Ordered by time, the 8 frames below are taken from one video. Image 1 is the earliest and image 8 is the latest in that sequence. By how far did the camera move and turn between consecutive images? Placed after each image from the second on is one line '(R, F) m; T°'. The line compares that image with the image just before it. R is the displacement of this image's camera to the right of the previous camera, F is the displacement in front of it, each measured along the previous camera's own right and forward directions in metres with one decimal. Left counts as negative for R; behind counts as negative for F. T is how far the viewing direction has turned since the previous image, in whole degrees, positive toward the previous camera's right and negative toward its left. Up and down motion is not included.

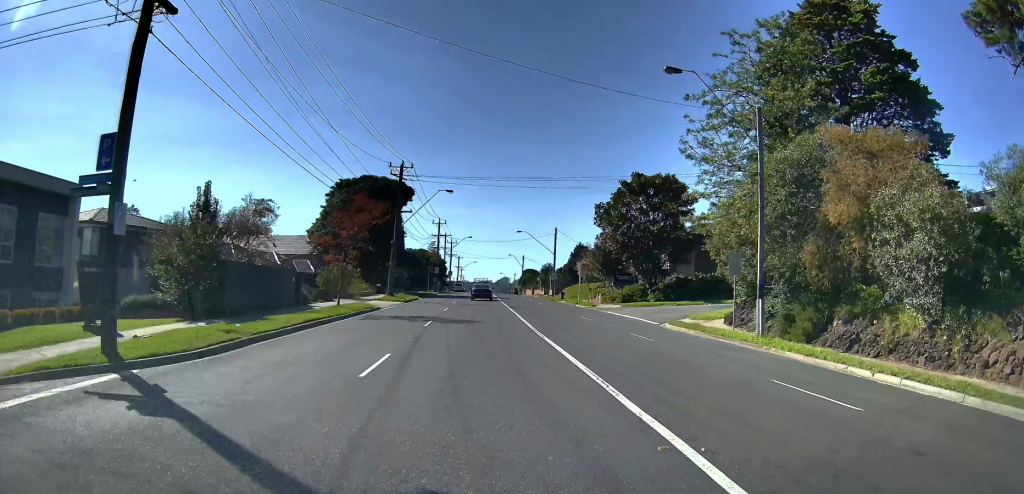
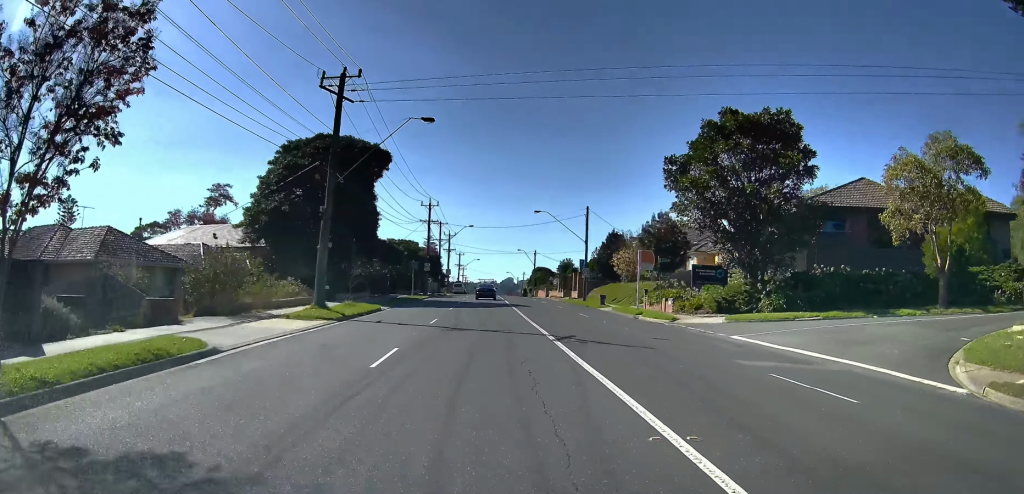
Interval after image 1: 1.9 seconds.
(-0.8, +22.7) m; -2°
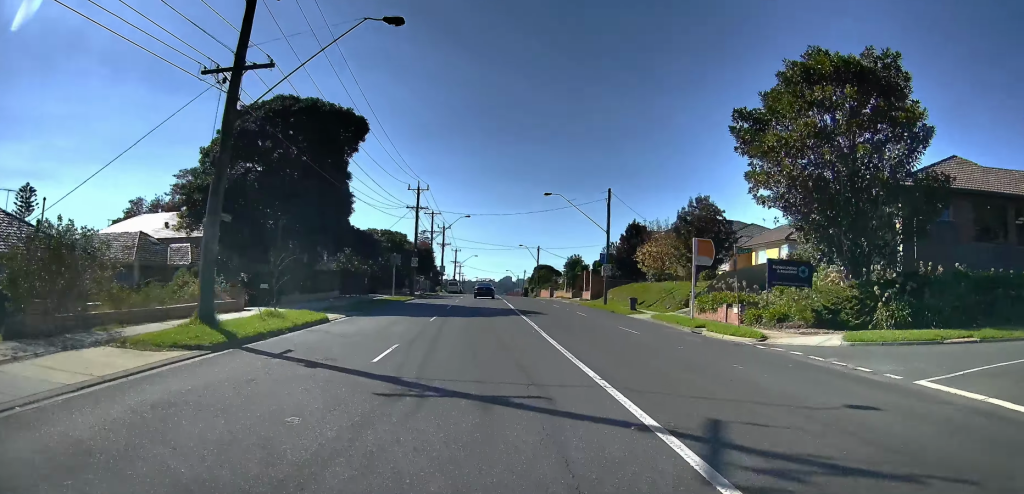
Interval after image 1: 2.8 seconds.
(+0.4, +11.3) m; +1°
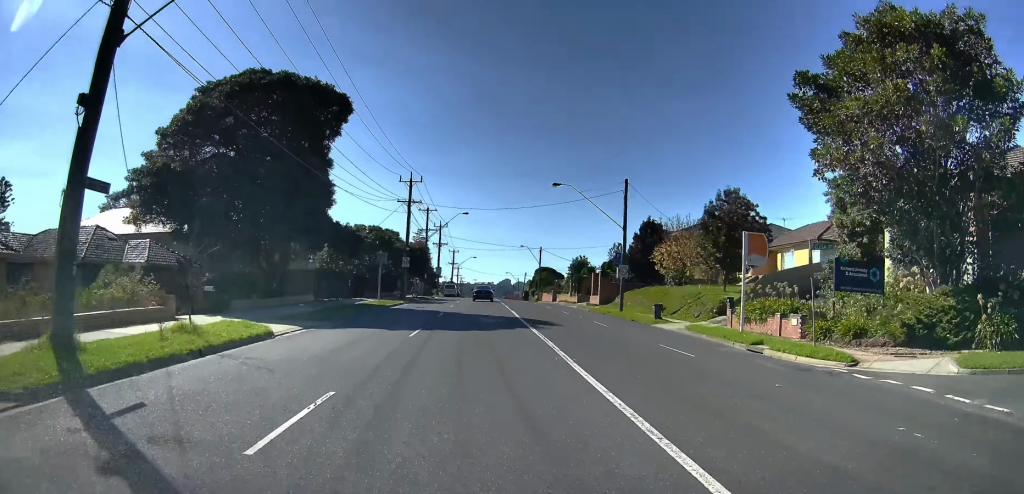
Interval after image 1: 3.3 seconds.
(-0.4, +6.1) m; 0°
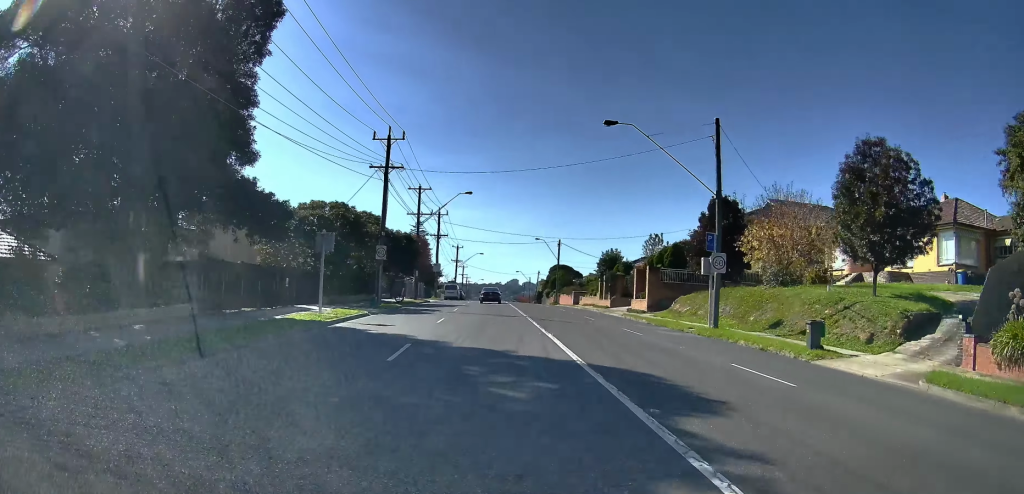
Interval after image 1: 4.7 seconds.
(+0.6, +16.6) m; +1°
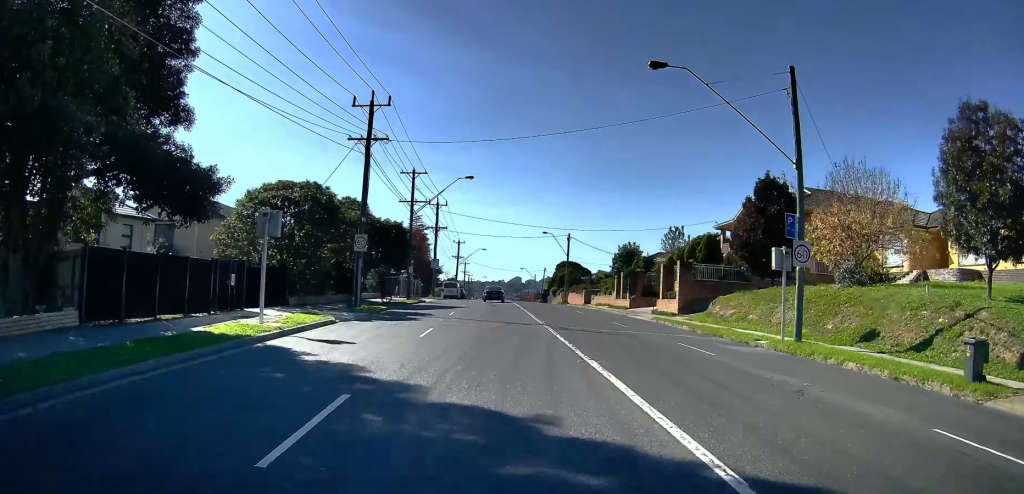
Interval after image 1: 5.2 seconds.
(-0.3, +7.3) m; -1°
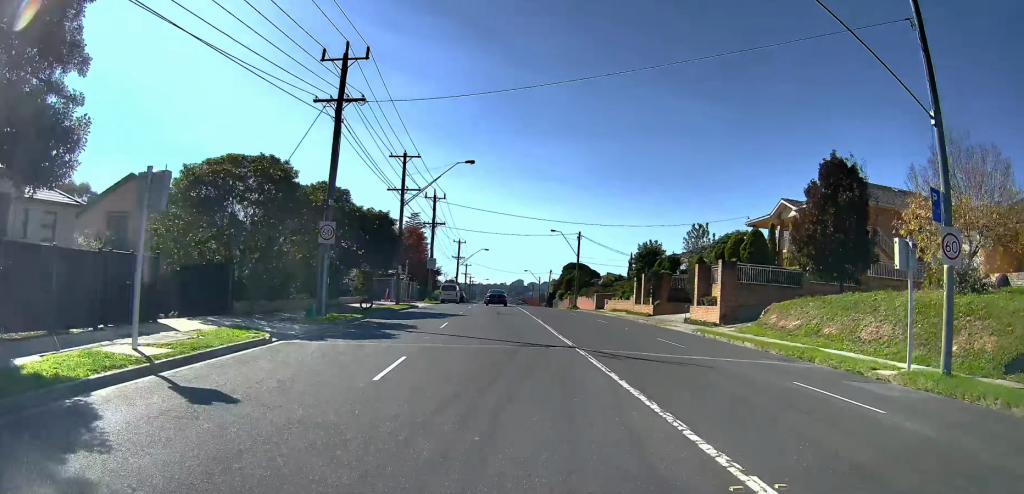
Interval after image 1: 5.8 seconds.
(-0.1, +7.4) m; -1°
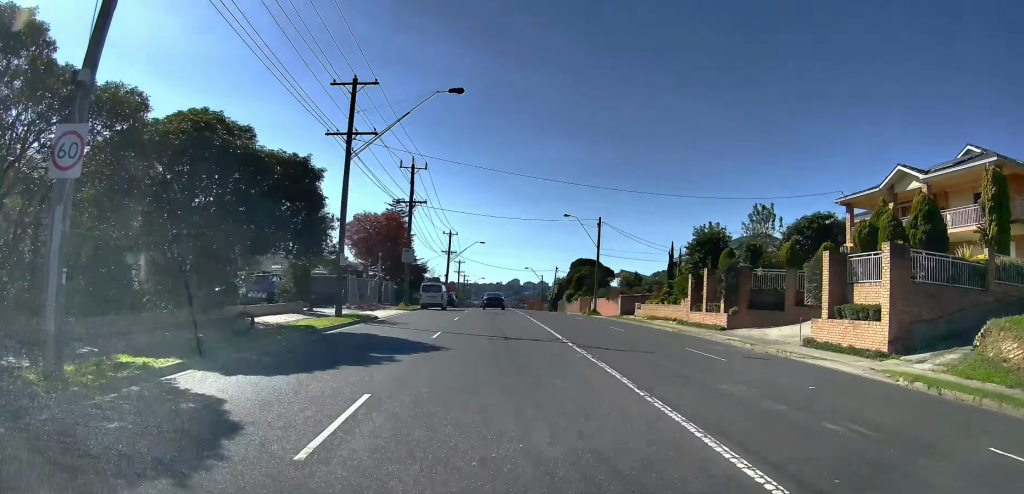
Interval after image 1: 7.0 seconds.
(-0.1, +16.1) m; 0°
